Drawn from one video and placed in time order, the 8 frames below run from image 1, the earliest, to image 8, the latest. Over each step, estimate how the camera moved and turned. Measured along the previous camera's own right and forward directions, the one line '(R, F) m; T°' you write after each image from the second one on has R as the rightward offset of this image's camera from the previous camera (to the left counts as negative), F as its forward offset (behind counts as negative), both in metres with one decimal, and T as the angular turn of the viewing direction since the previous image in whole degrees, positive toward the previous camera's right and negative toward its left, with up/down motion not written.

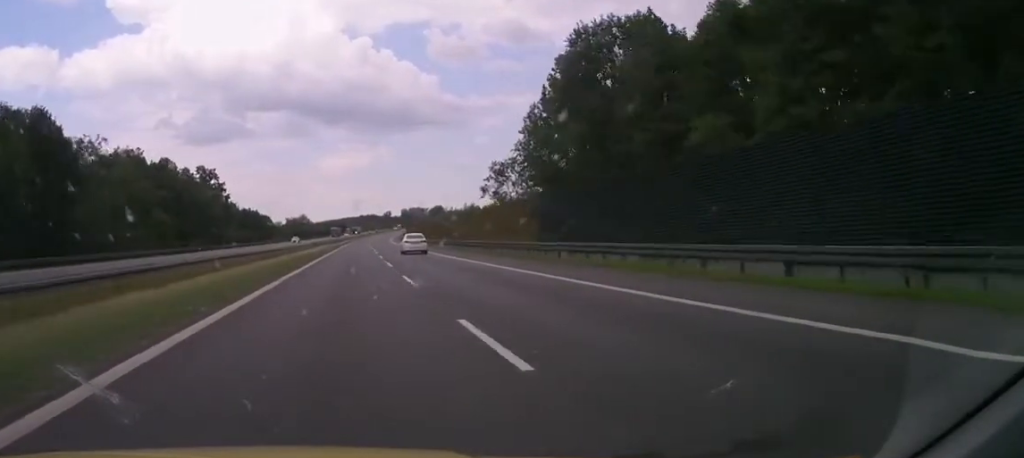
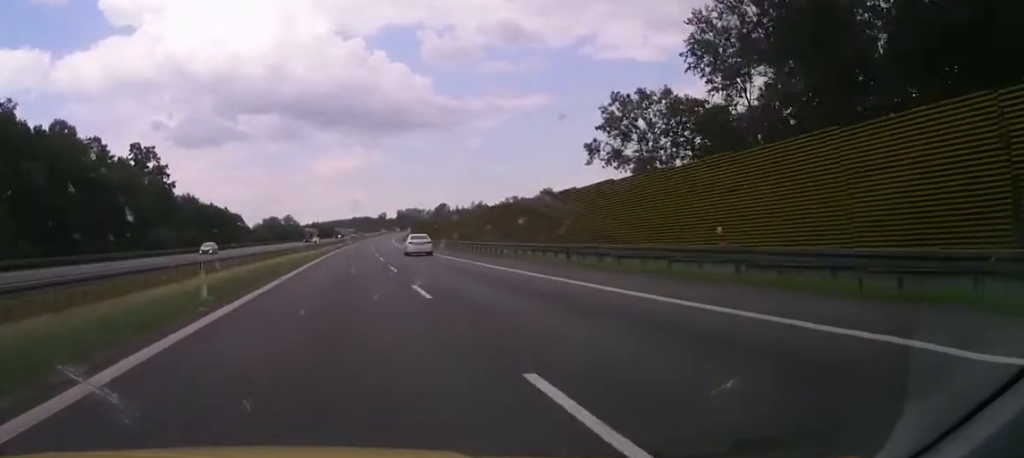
(0.0, +61.4) m; 0°
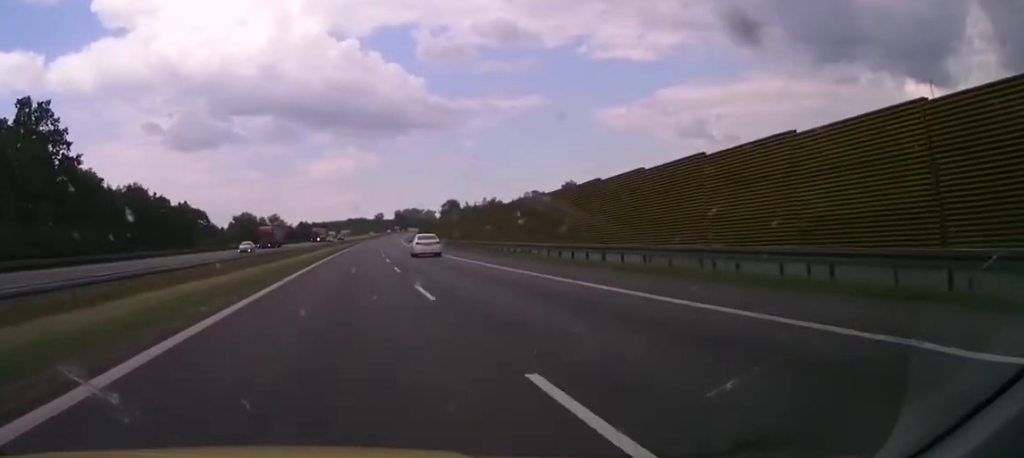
(+0.3, +53.7) m; +1°
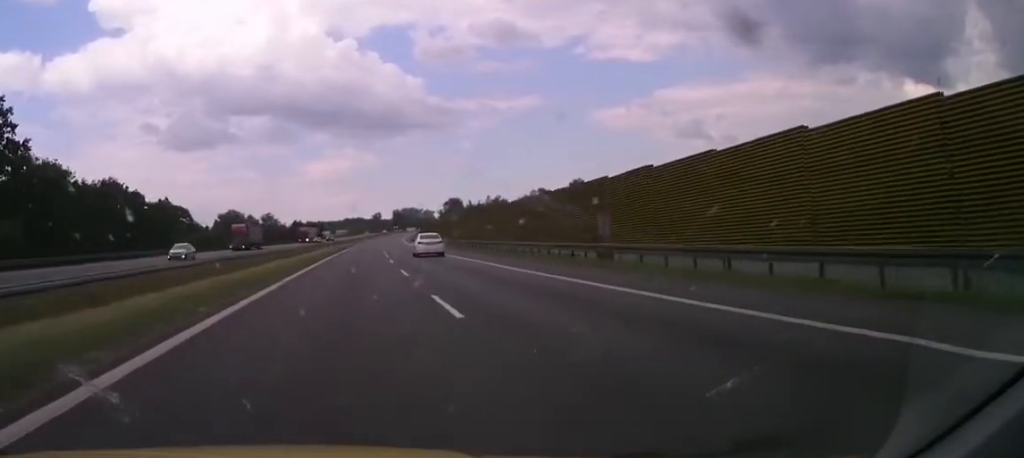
(0.0, +16.7) m; 0°
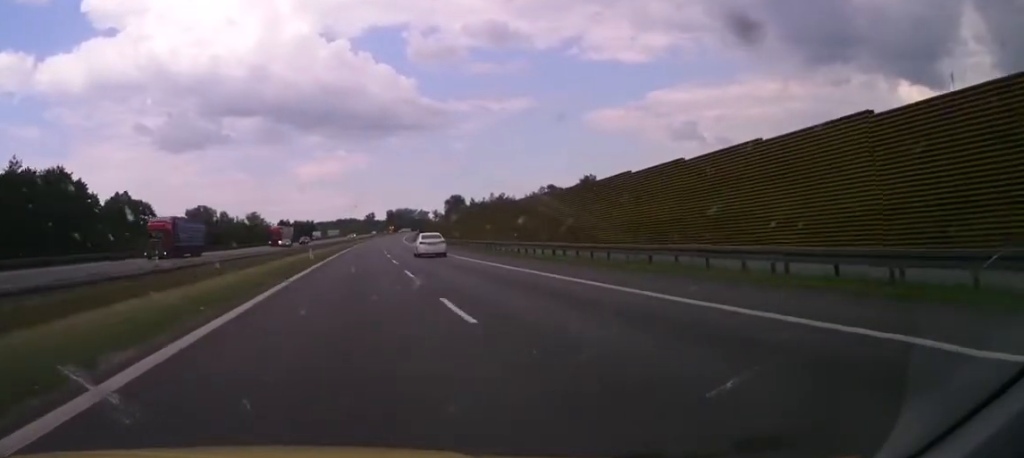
(0.0, +25.4) m; 0°
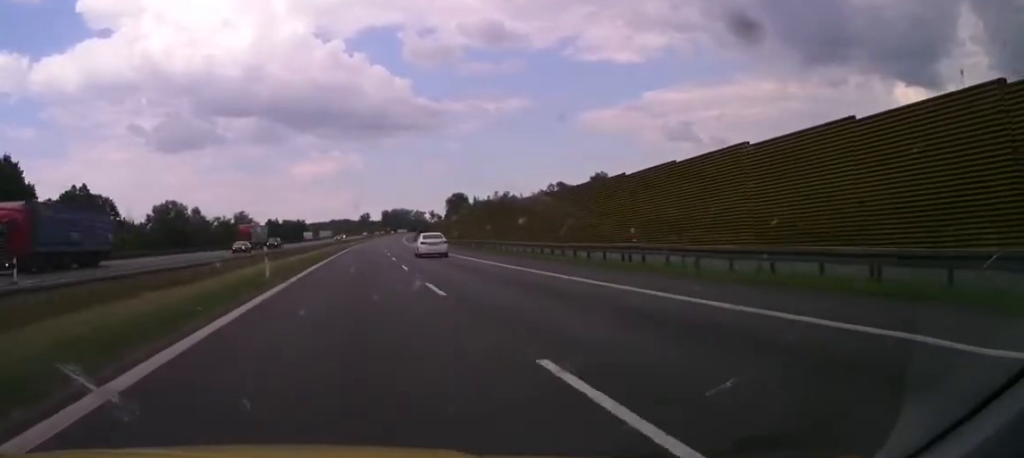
(0.0, +19.8) m; 0°
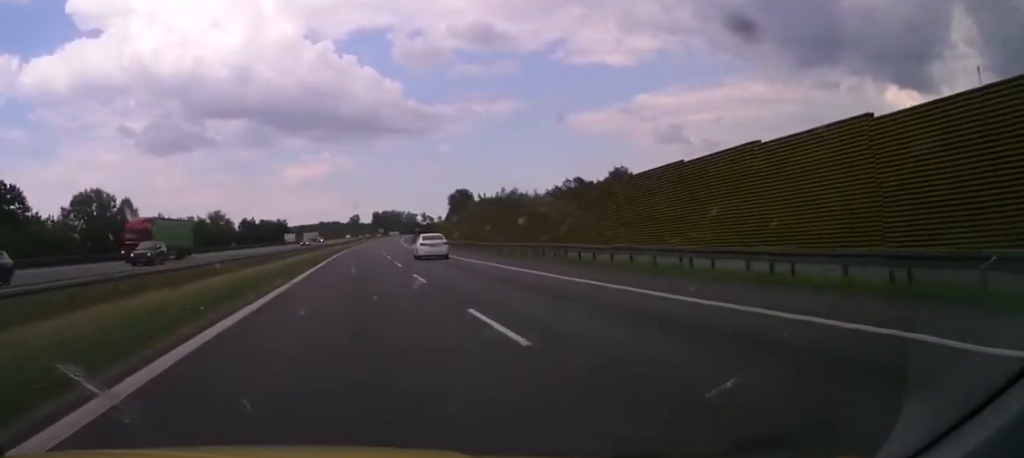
(-0.1, +31.0) m; +1°
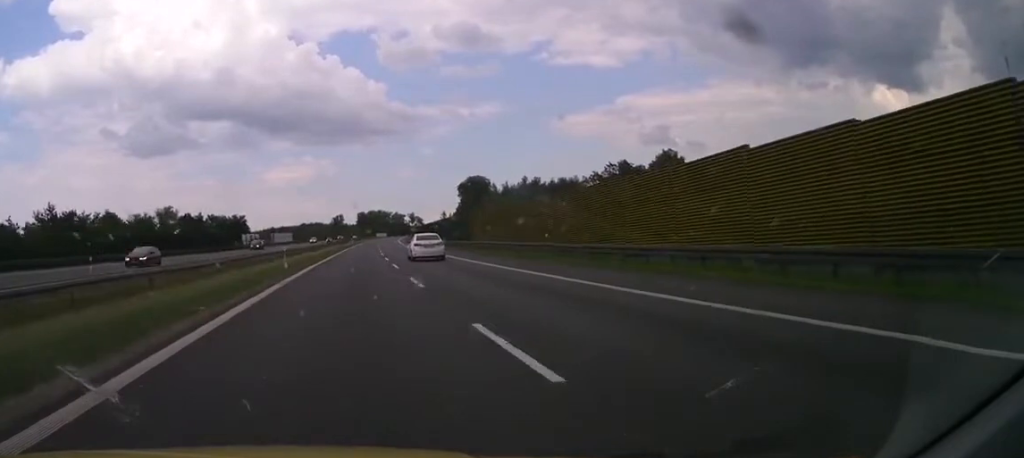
(+0.9, +49.3) m; +2°
